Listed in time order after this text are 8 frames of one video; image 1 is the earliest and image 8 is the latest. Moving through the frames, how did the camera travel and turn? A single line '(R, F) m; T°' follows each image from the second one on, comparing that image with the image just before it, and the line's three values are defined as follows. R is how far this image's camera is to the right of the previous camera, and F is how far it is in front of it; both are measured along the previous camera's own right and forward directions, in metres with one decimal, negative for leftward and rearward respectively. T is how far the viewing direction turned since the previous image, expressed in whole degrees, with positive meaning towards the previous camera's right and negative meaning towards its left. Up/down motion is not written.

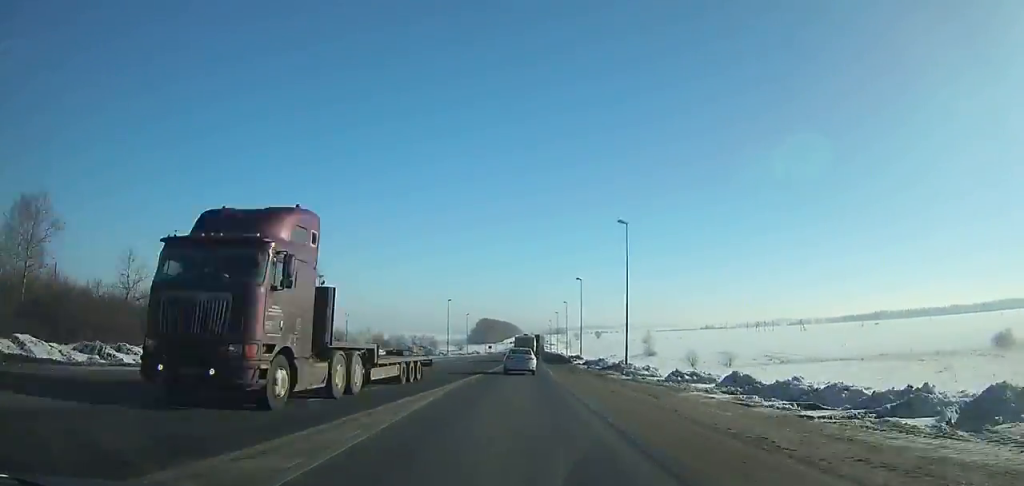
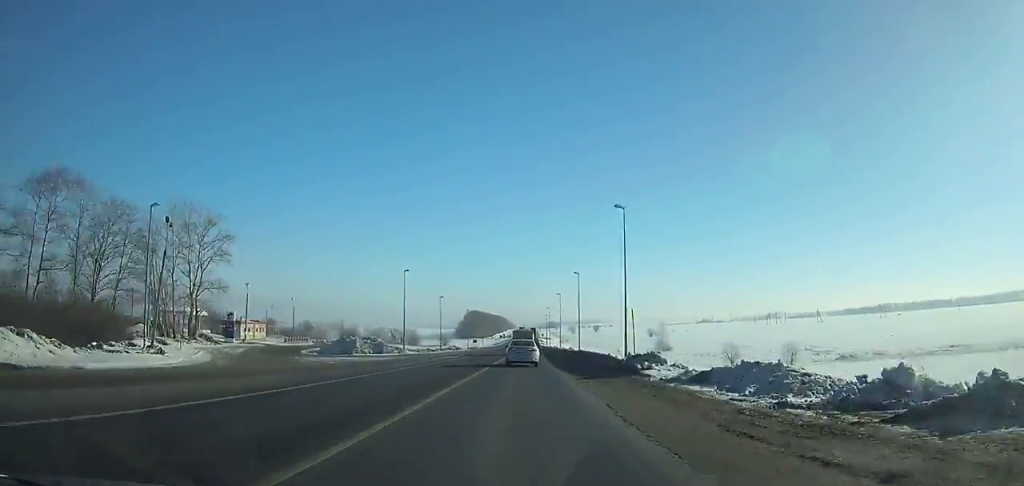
(0.0, +34.2) m; 0°
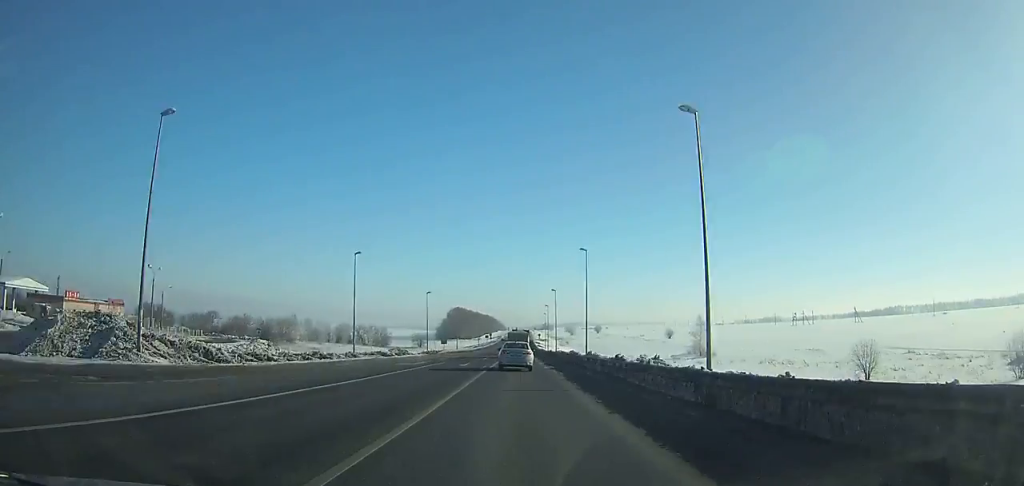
(+0.2, +51.3) m; 0°
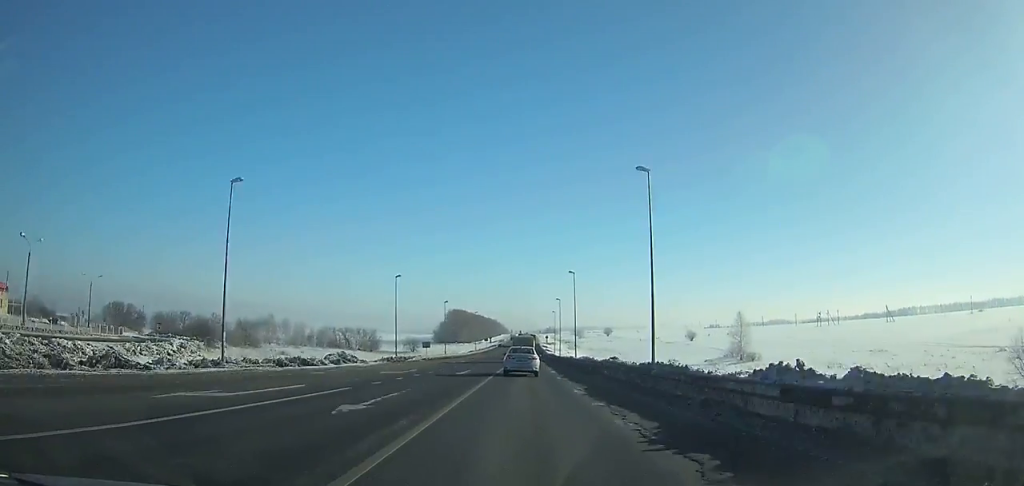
(+0.1, +25.5) m; 0°
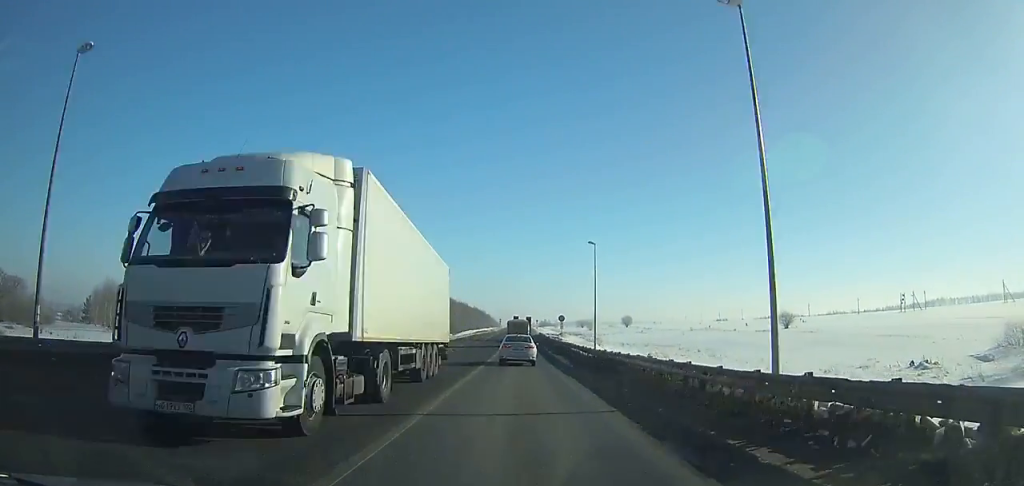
(+0.3, +84.9) m; 0°
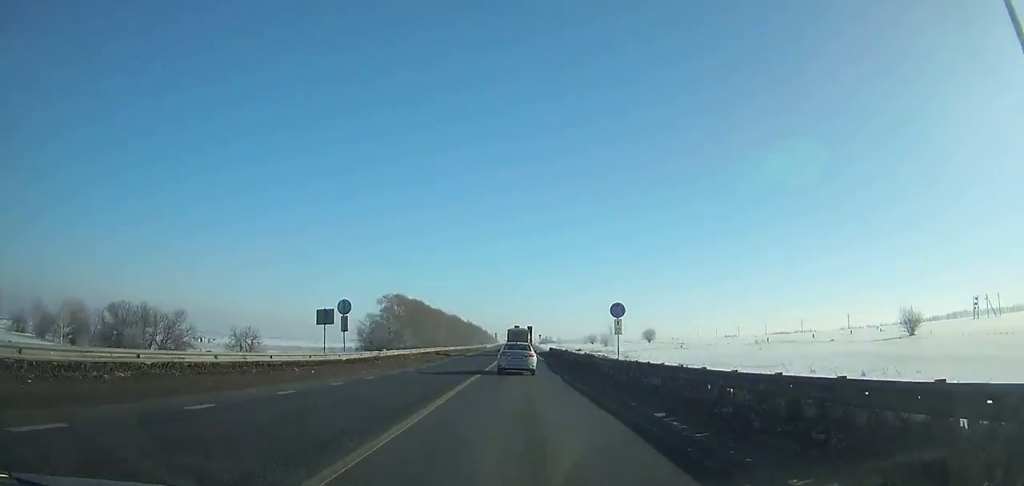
(0.0, +46.3) m; 0°
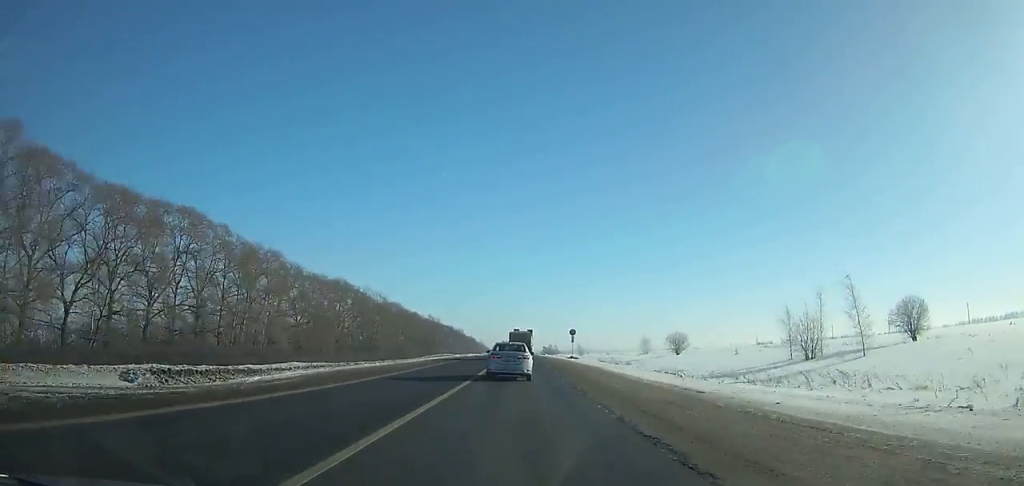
(-0.4, +150.8) m; 0°
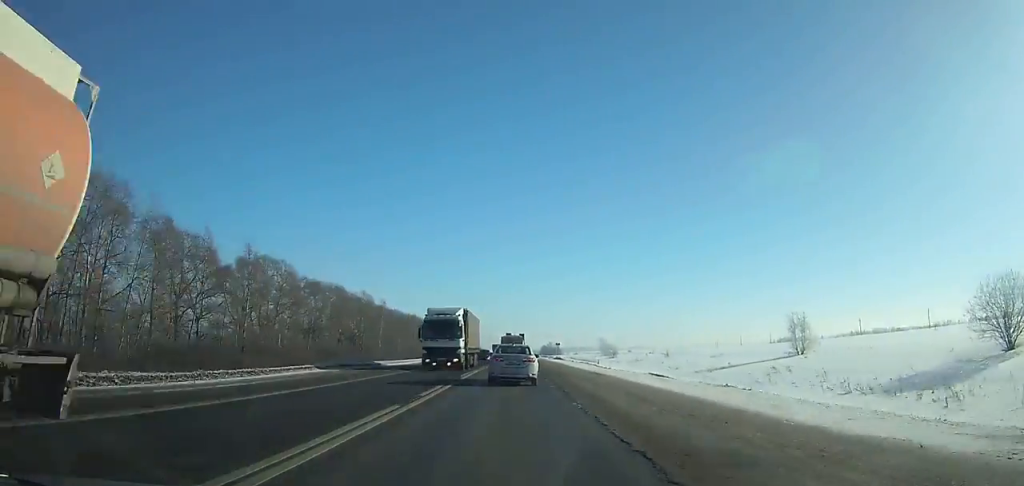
(+0.4, +90.1) m; 0°
